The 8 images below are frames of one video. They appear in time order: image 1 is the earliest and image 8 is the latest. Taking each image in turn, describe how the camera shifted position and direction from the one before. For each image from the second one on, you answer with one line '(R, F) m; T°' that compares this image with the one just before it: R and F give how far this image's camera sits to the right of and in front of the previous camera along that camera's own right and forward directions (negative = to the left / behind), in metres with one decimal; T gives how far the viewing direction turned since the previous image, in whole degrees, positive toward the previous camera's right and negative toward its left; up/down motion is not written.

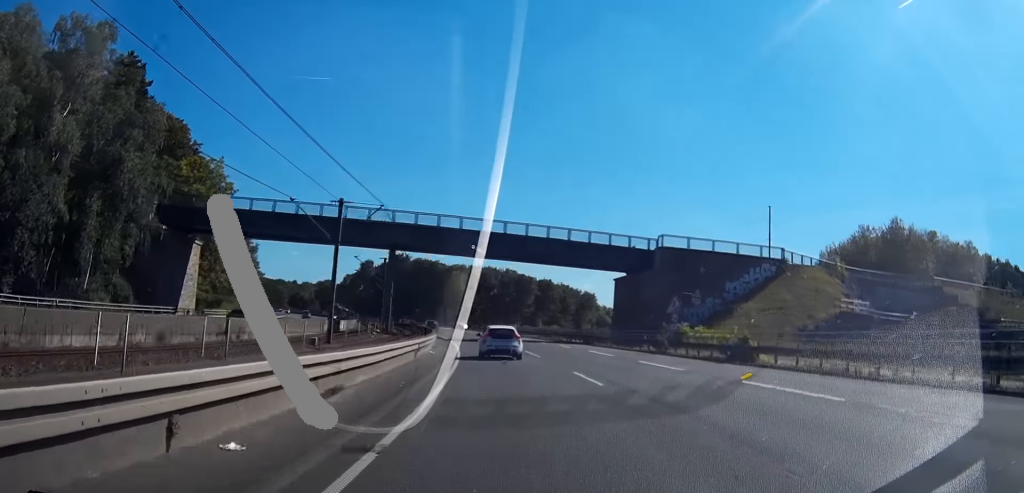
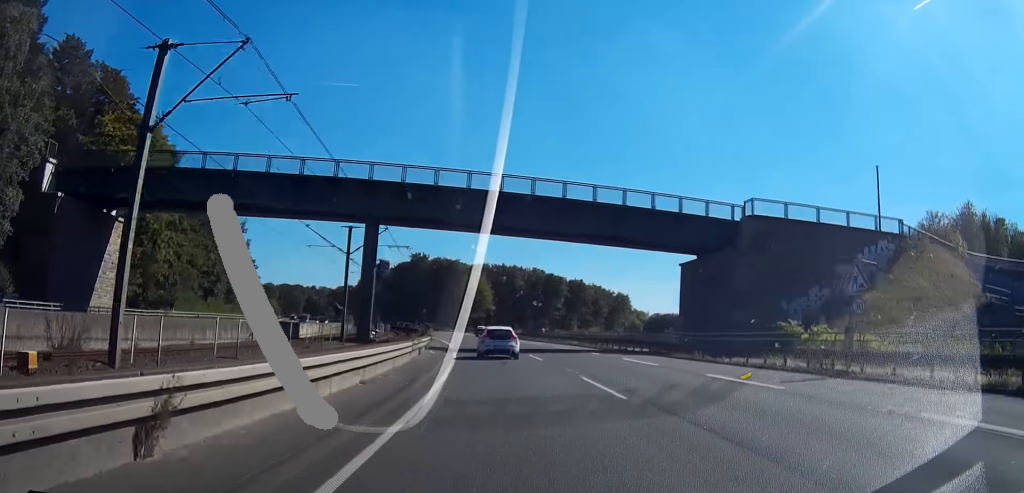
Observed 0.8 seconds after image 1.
(-0.2, +21.1) m; -2°
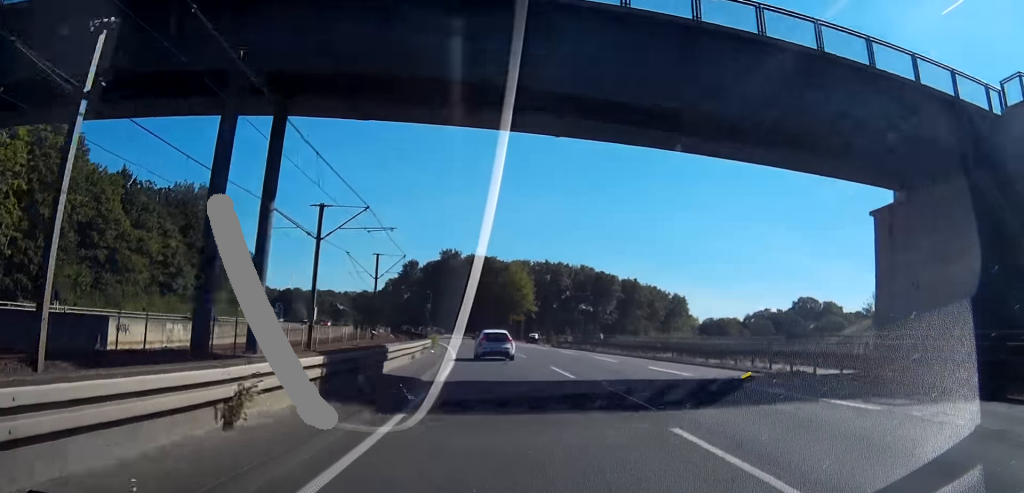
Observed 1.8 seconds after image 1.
(-0.8, +28.9) m; -3°
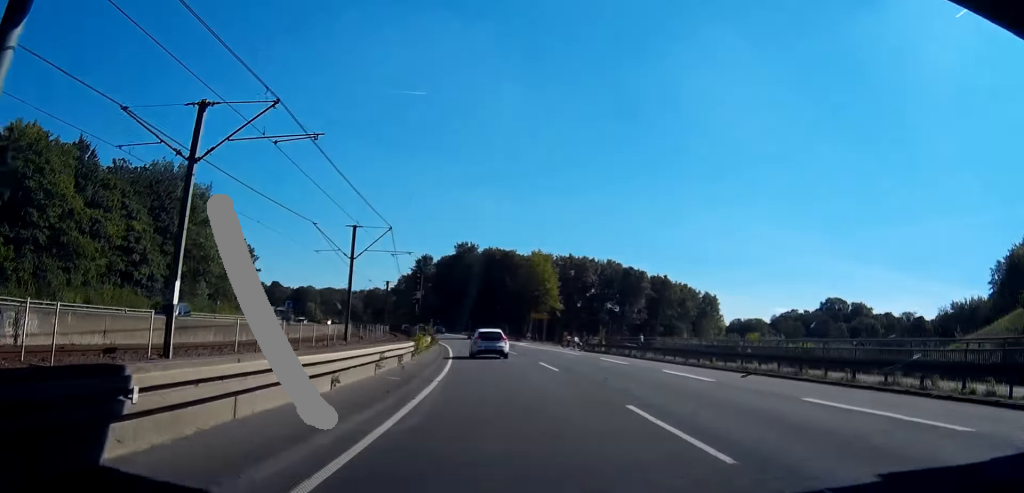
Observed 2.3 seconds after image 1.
(-0.4, +15.0) m; -2°
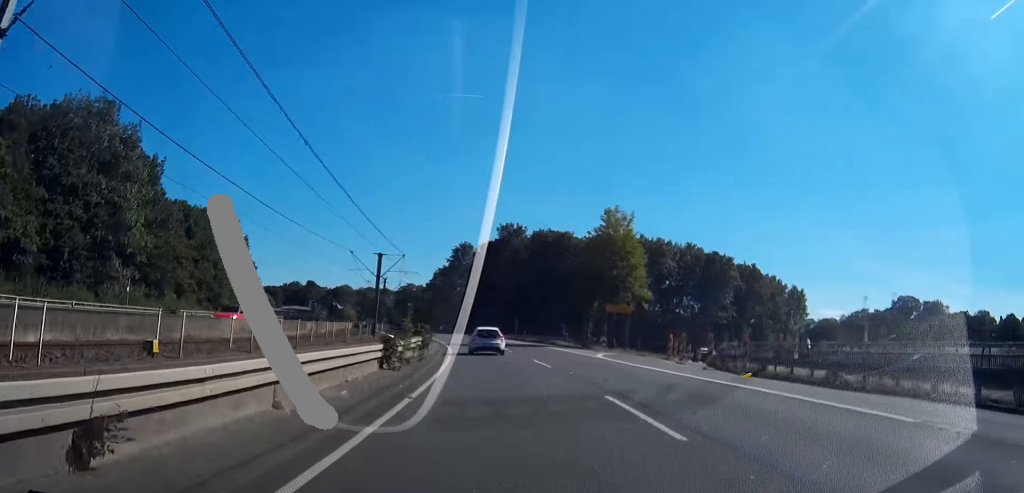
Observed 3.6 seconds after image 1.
(-1.3, +34.6) m; -4°
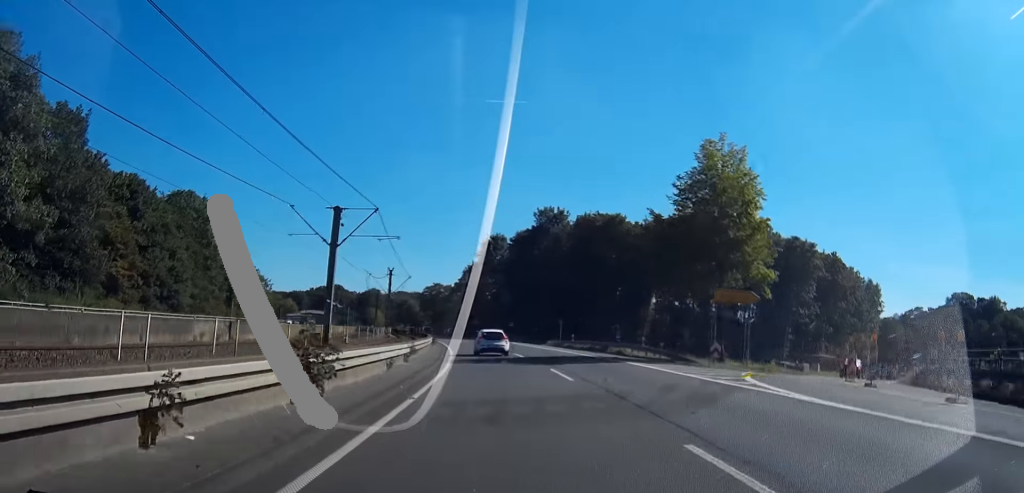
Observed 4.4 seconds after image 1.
(-0.6, +24.6) m; -2°
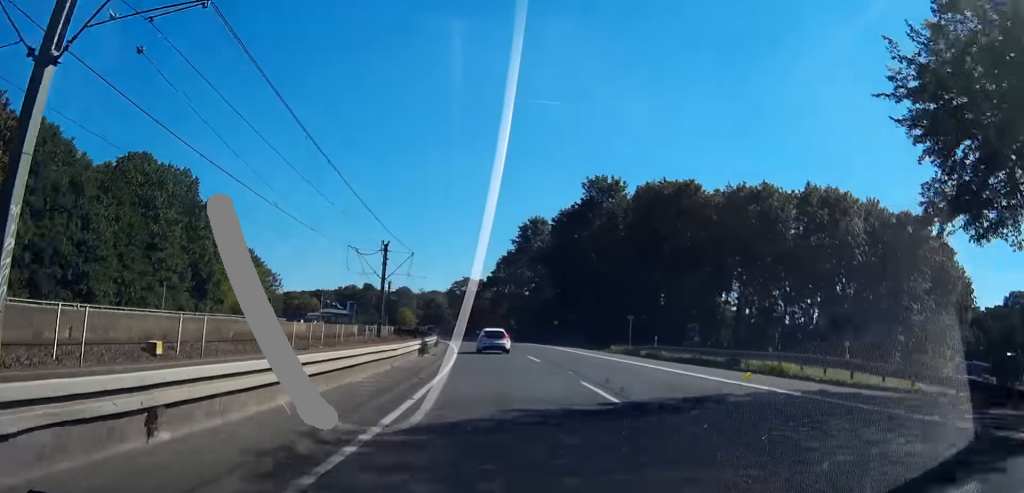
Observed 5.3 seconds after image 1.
(-0.5, +26.0) m; -2°
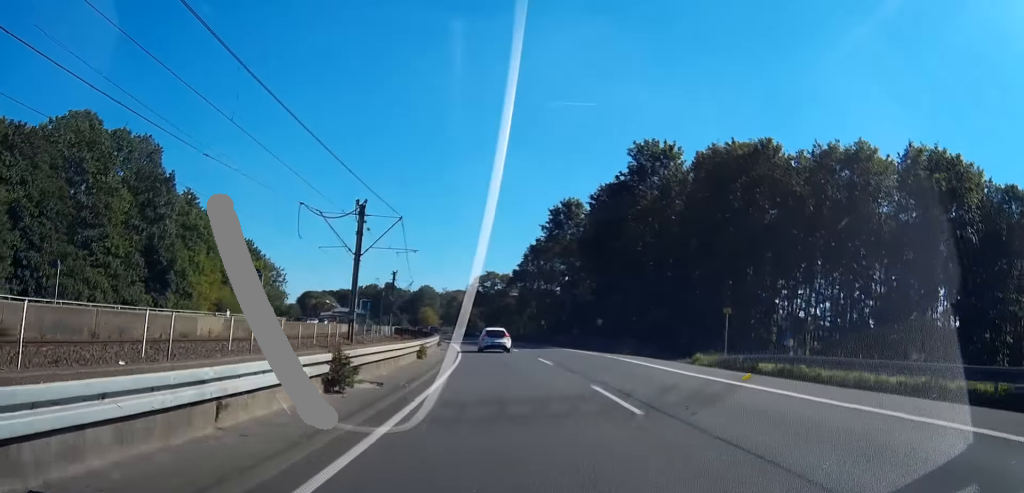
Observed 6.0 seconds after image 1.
(-0.2, +19.5) m; -2°
